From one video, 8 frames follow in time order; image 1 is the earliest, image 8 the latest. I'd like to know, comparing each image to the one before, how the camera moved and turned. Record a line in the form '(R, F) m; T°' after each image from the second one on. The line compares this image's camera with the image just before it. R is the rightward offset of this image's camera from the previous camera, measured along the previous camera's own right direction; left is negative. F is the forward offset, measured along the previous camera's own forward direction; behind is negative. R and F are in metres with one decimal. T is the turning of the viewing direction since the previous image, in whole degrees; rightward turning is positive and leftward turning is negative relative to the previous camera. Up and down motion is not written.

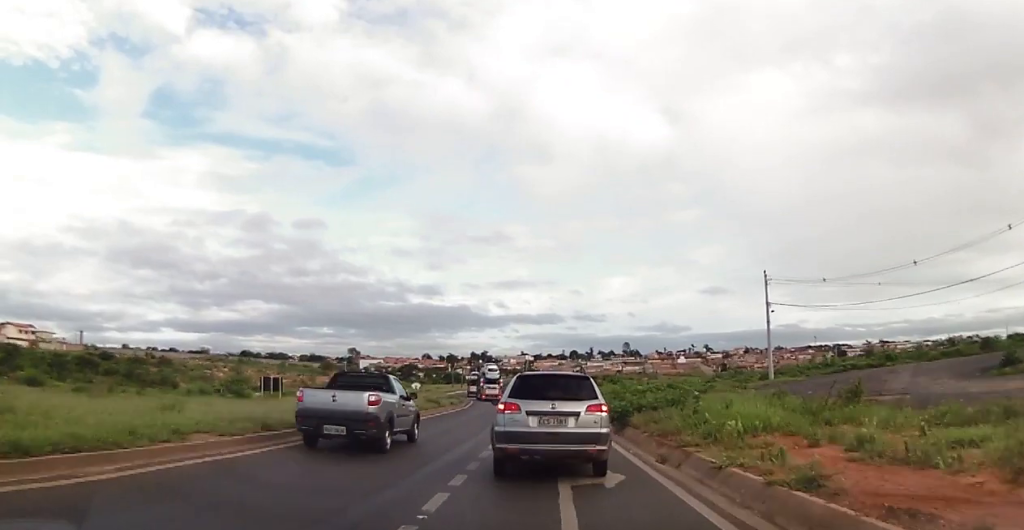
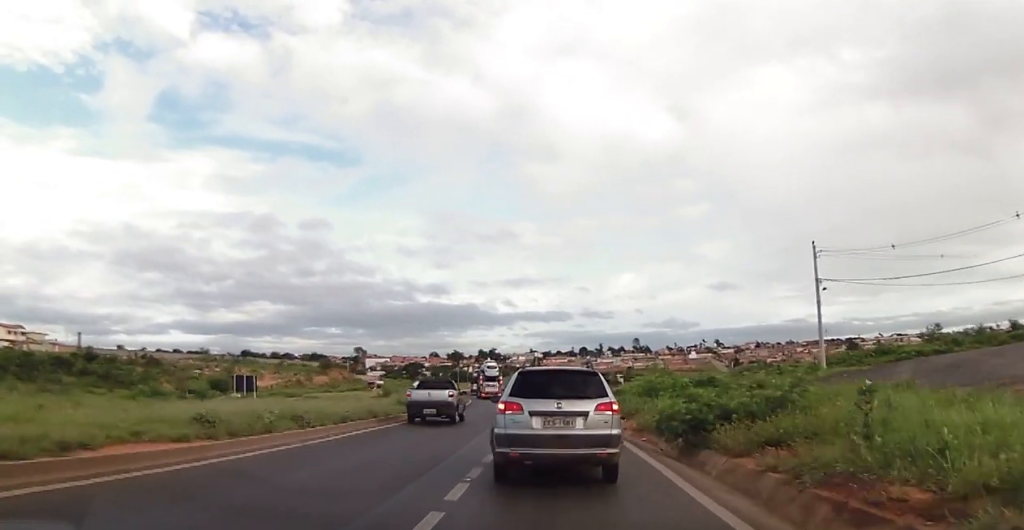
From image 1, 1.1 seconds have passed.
(-0.4, +10.6) m; 0°
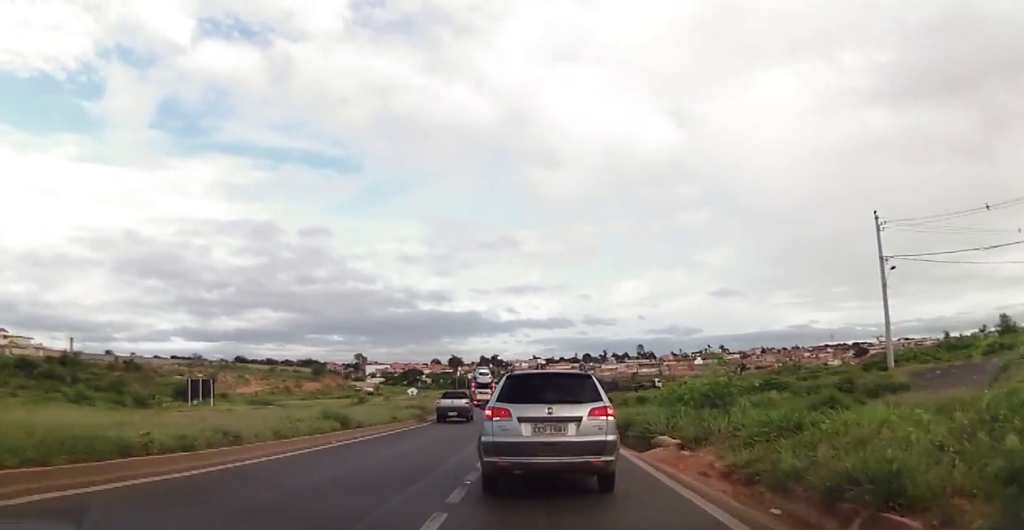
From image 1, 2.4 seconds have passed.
(+0.4, +11.1) m; +1°
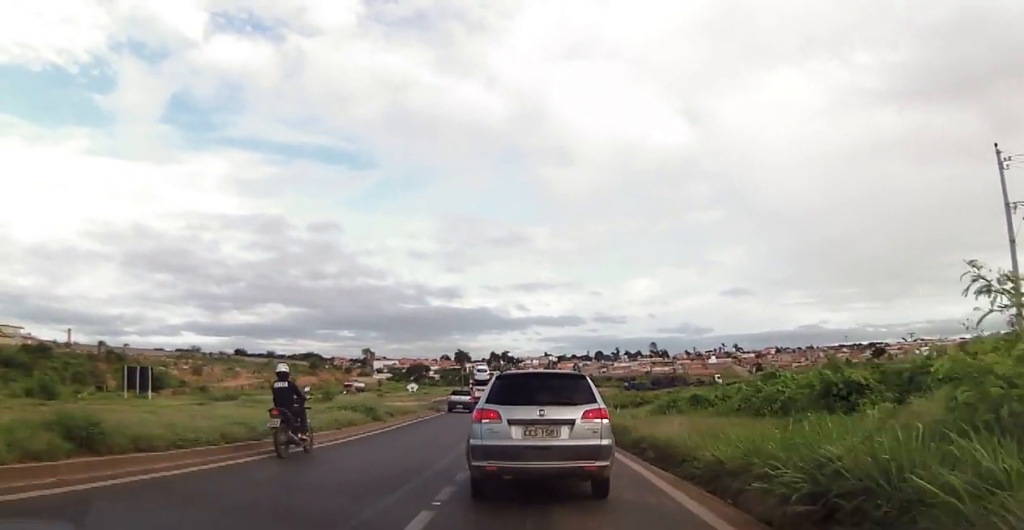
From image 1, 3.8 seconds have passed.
(-0.5, +12.8) m; -3°
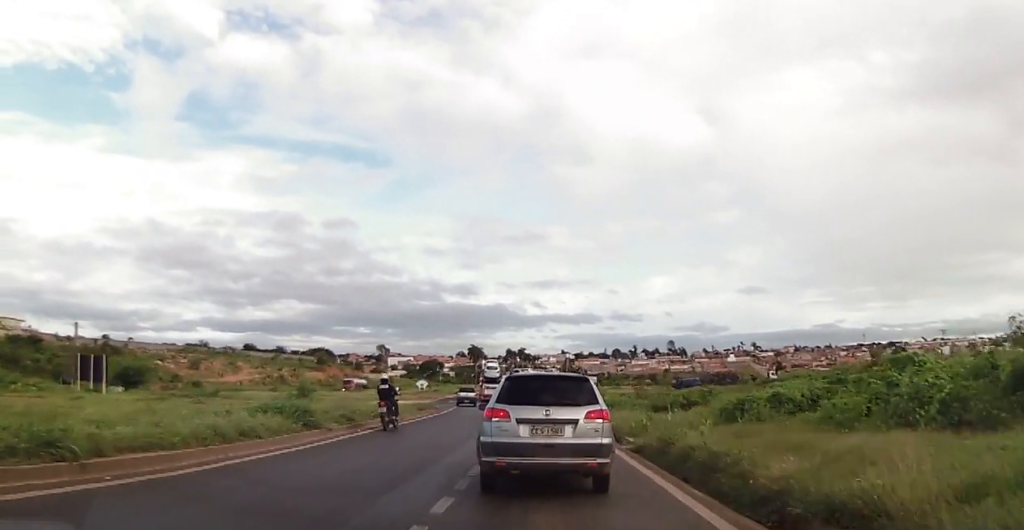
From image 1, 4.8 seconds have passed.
(+0.1, +8.2) m; +2°
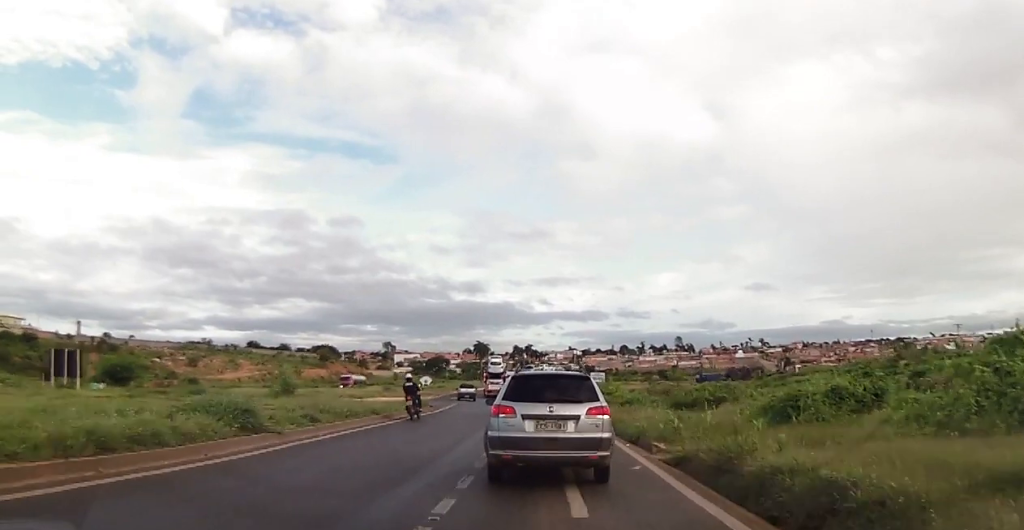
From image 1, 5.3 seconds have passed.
(0.0, +3.8) m; 0°
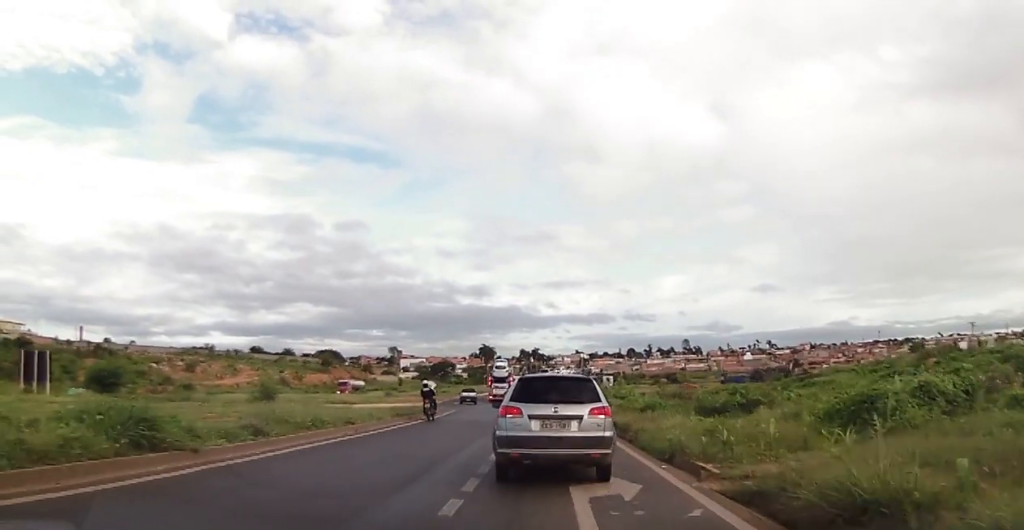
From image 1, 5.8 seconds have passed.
(+0.1, +3.8) m; -1°
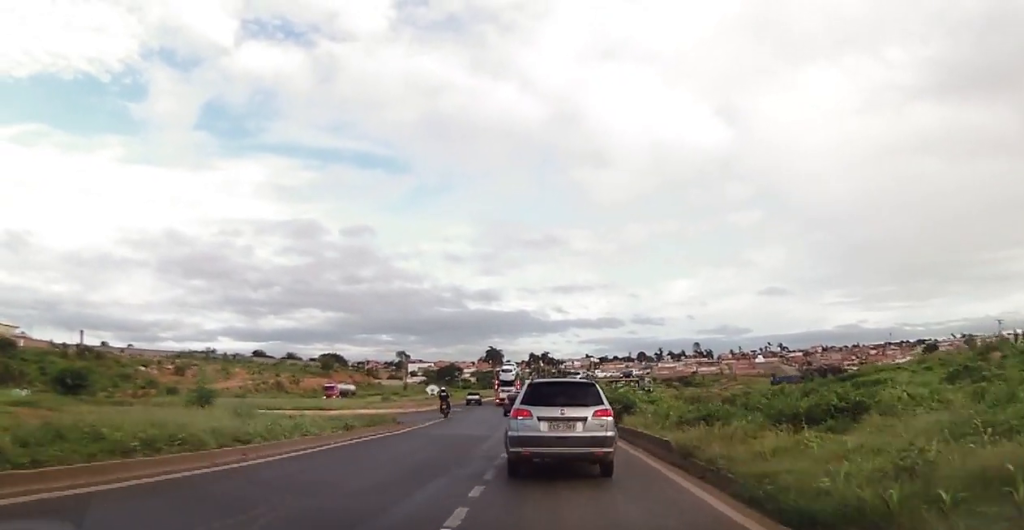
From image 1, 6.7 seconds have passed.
(-0.2, +7.9) m; -2°
